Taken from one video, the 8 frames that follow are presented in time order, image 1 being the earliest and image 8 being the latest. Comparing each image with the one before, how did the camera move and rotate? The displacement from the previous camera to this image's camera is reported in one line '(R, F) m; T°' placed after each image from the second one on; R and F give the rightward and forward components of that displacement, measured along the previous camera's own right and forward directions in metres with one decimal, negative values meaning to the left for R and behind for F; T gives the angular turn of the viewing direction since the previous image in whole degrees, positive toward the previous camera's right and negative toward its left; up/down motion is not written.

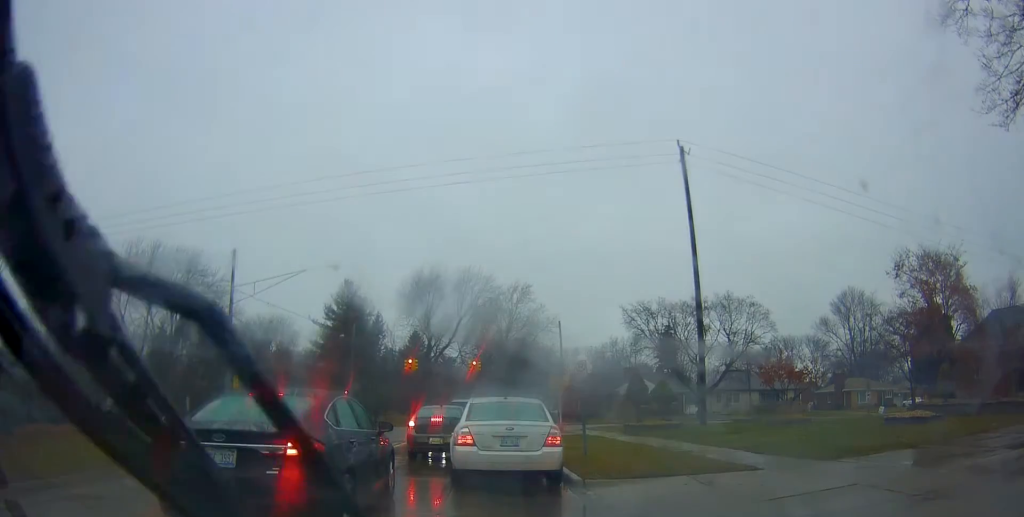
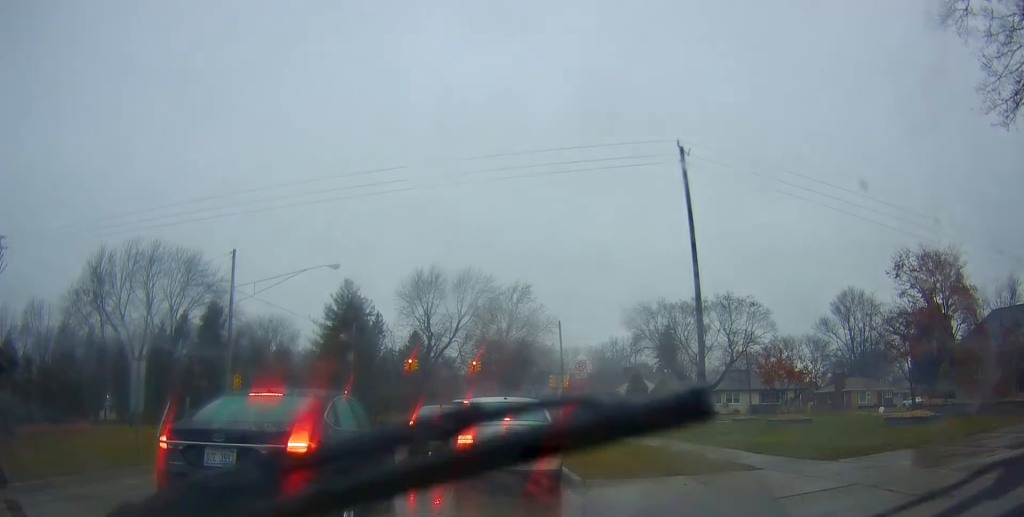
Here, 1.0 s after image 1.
(0.0, 0.0) m; 0°
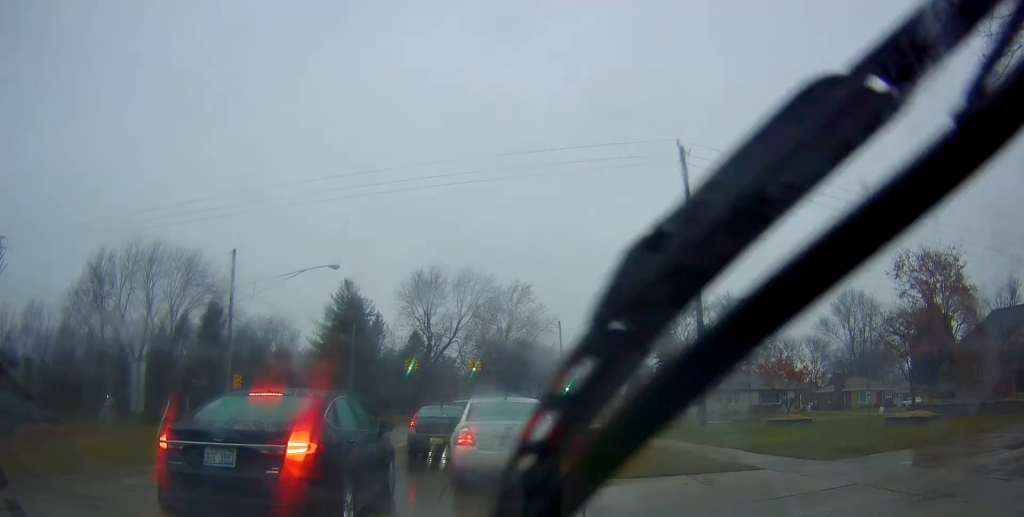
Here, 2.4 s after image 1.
(0.0, 0.0) m; 0°
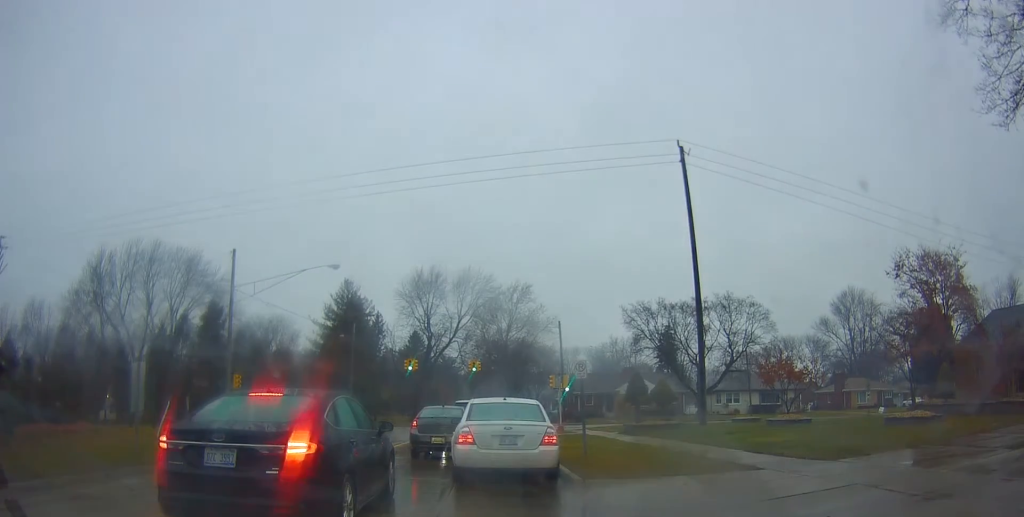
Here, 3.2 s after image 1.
(0.0, 0.0) m; 0°
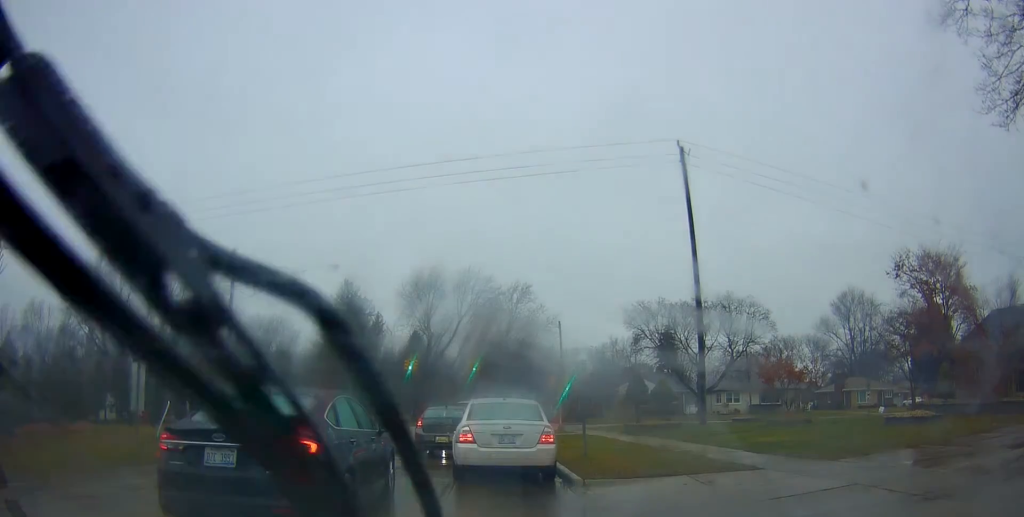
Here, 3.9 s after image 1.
(0.0, 0.0) m; 0°
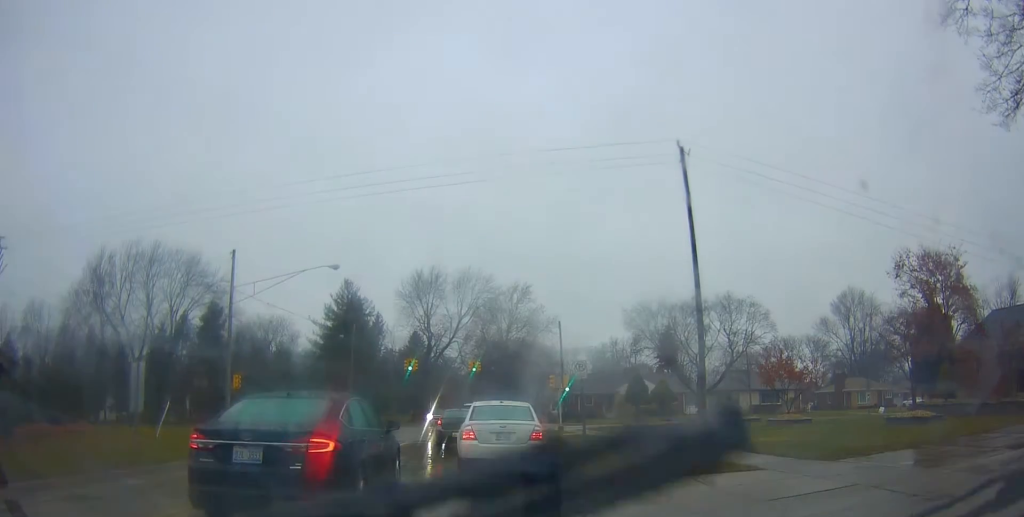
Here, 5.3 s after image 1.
(0.0, +0.2) m; 0°
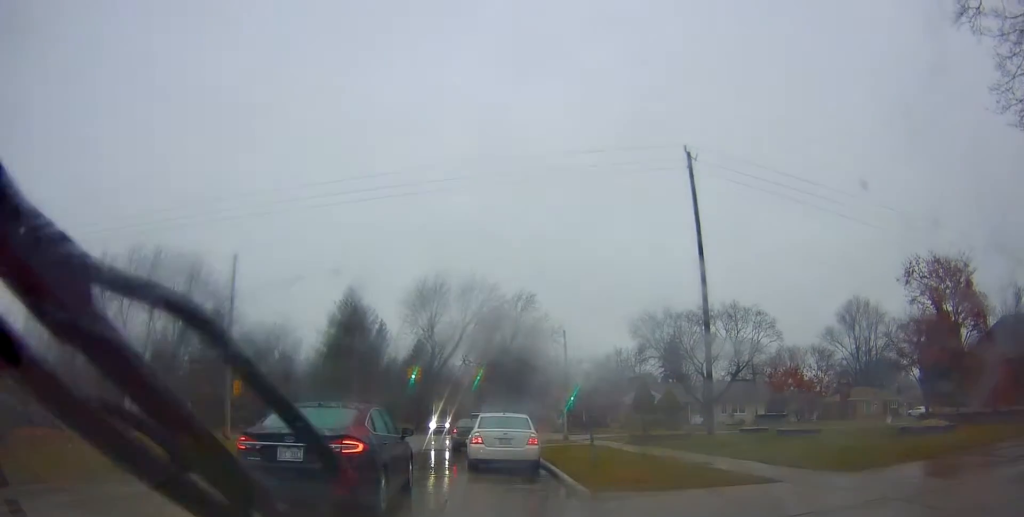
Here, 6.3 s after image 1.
(0.0, +0.5) m; -1°
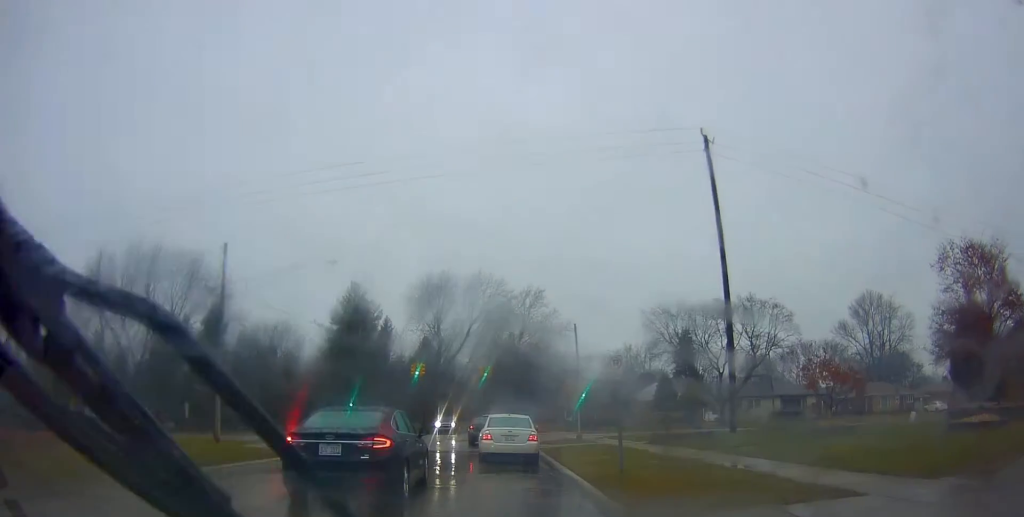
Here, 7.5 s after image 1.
(-0.1, +2.0) m; -7°
